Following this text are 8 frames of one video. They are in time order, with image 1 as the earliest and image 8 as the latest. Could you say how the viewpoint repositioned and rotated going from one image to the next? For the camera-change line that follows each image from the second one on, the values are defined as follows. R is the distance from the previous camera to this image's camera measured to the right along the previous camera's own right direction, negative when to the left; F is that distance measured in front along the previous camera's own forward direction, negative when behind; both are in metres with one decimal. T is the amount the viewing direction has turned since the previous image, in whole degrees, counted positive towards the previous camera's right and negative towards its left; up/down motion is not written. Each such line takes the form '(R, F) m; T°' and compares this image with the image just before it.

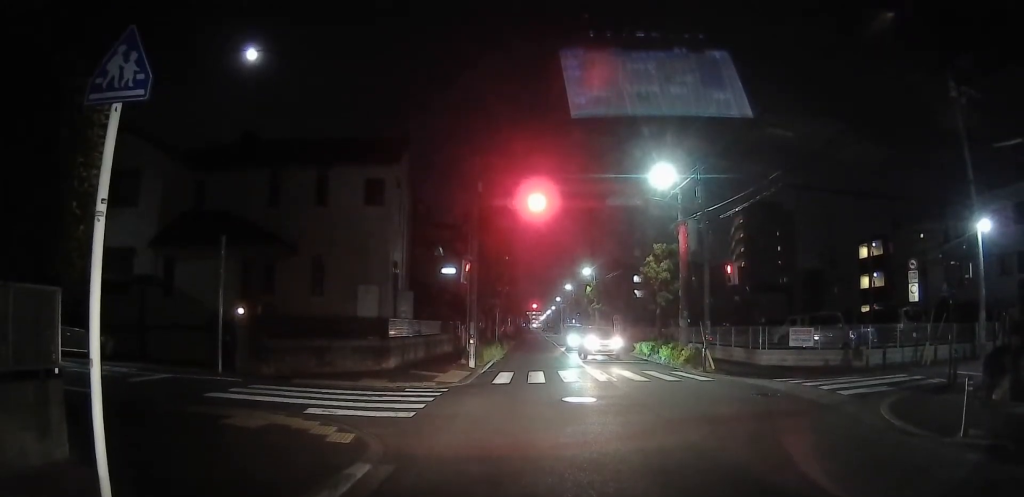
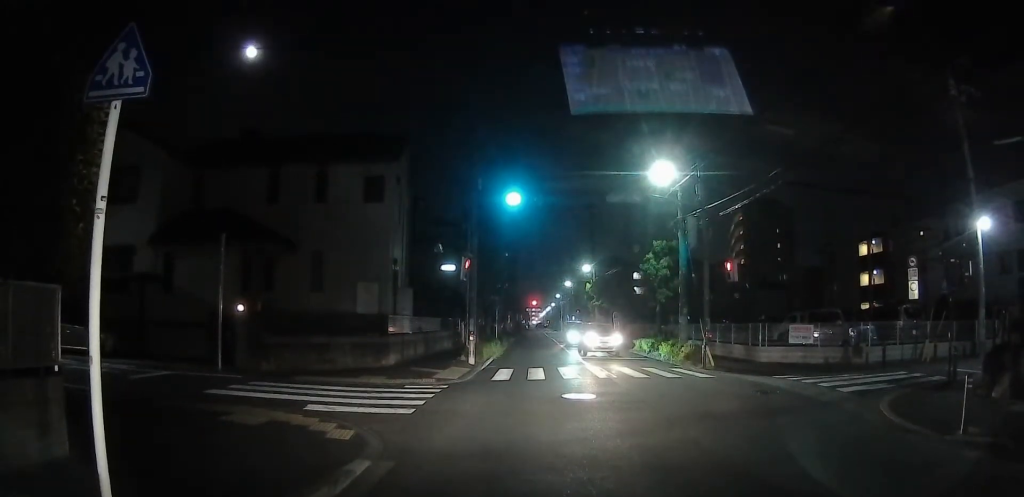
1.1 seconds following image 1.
(-0.1, +0.6) m; 0°
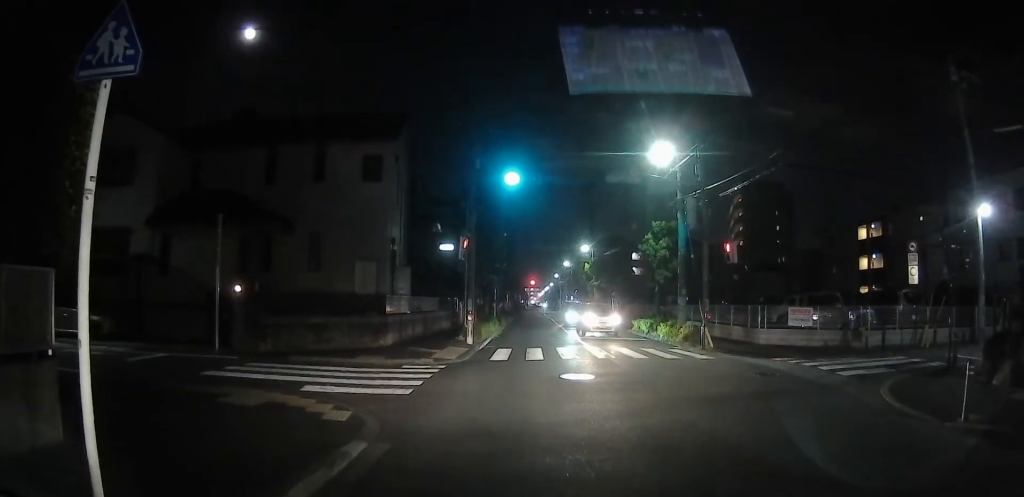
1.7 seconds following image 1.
(0.0, +0.3) m; 0°
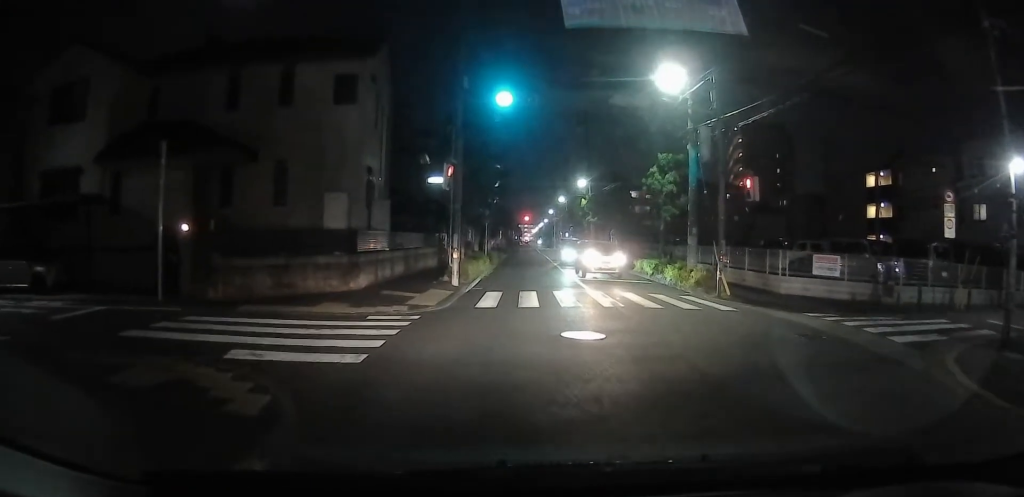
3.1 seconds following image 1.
(-0.2, +1.5) m; -3°
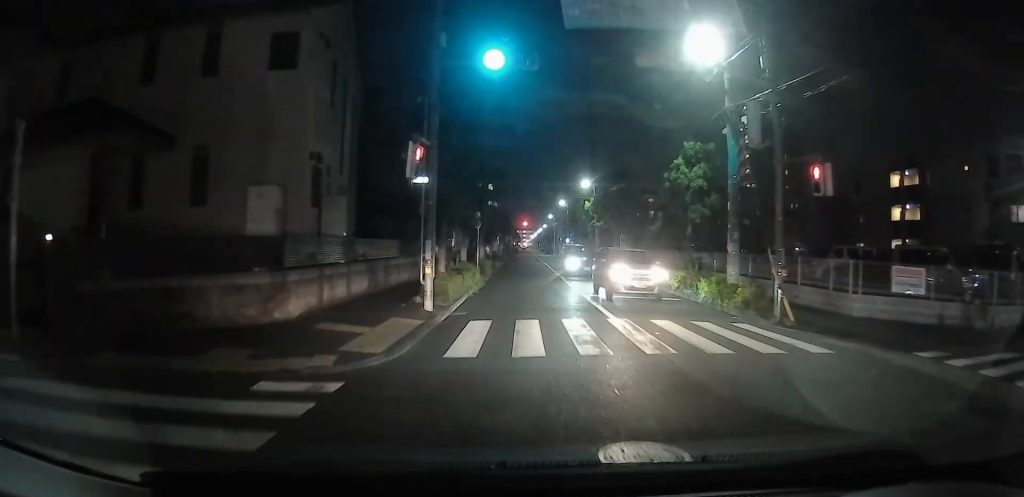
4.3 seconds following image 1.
(-0.2, +3.2) m; -3°
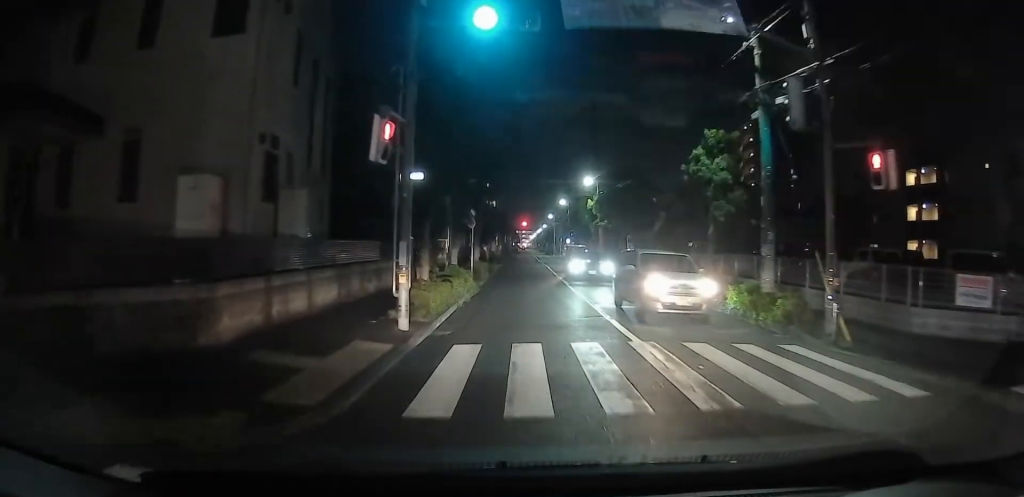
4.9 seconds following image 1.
(0.0, +2.2) m; +2°
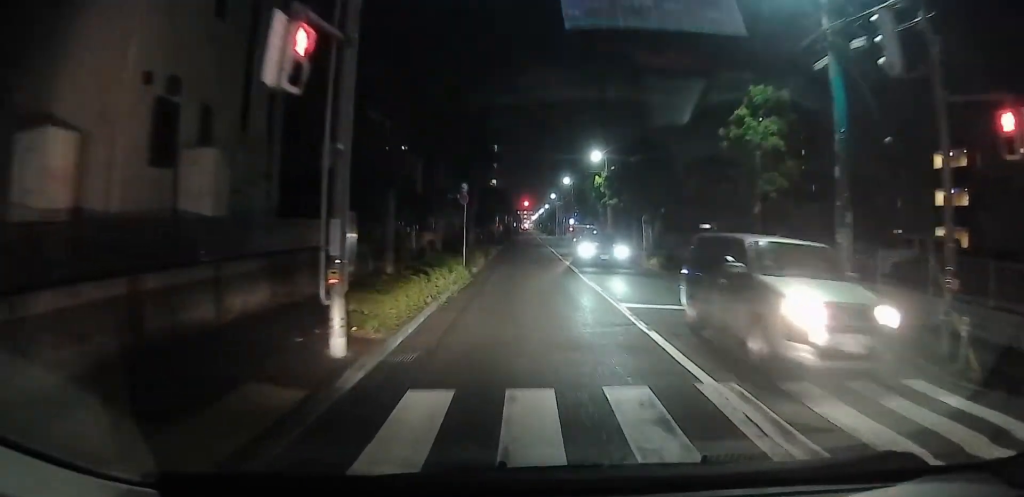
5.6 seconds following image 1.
(-0.1, +3.5) m; +3°
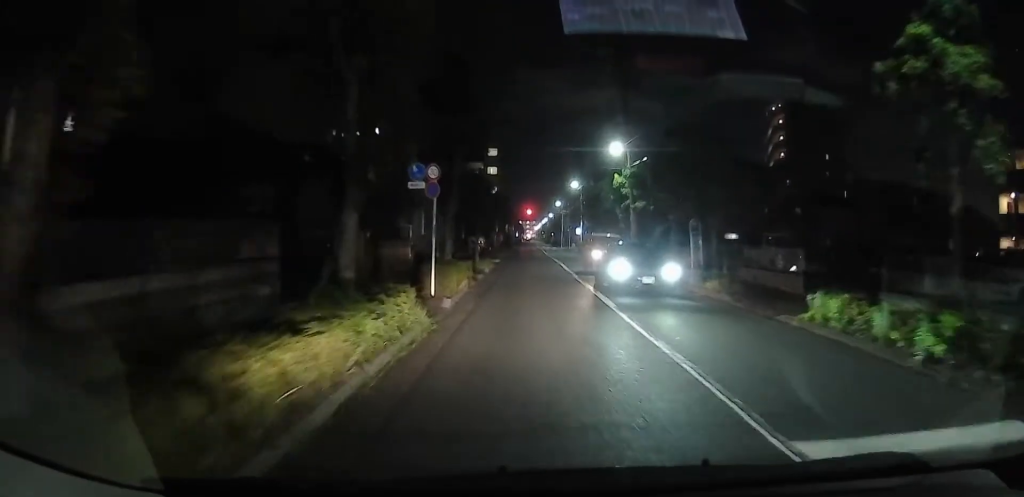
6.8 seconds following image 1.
(+0.5, +7.6) m; +5°
